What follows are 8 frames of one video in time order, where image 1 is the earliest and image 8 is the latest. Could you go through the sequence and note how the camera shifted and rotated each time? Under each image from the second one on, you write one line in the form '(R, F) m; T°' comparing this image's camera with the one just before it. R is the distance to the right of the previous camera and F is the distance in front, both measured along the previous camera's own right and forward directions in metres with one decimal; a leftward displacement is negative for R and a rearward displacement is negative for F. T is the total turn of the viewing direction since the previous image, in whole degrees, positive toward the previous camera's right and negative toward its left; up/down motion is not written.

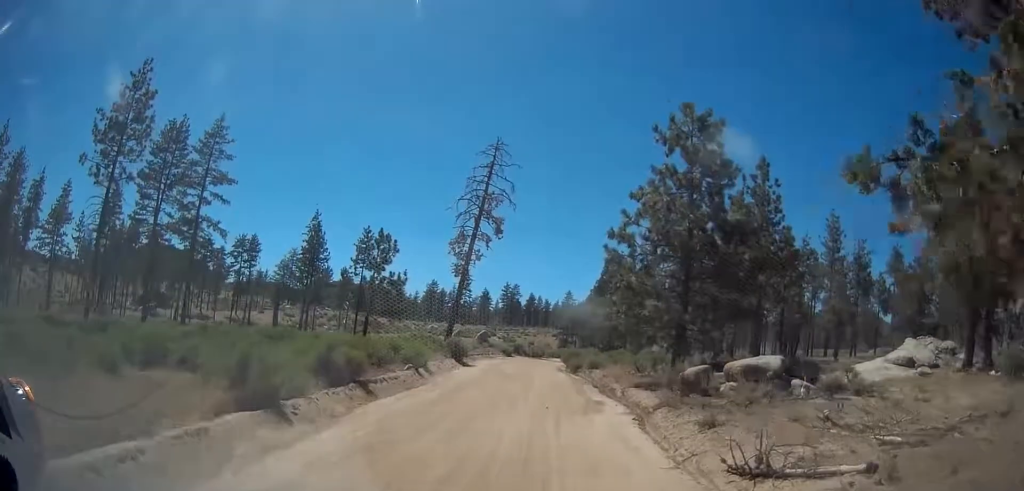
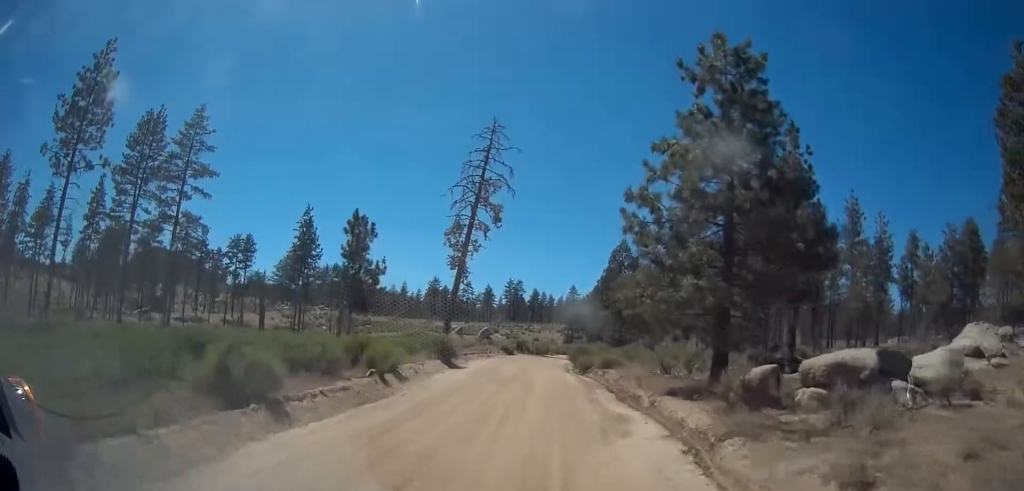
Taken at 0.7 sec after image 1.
(0.0, +5.3) m; 0°
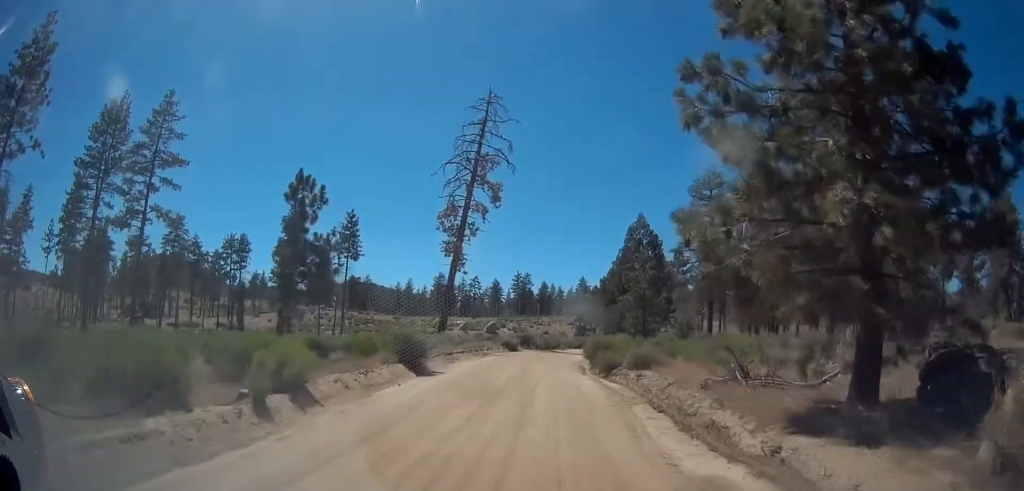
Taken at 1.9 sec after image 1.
(0.0, +8.2) m; -2°
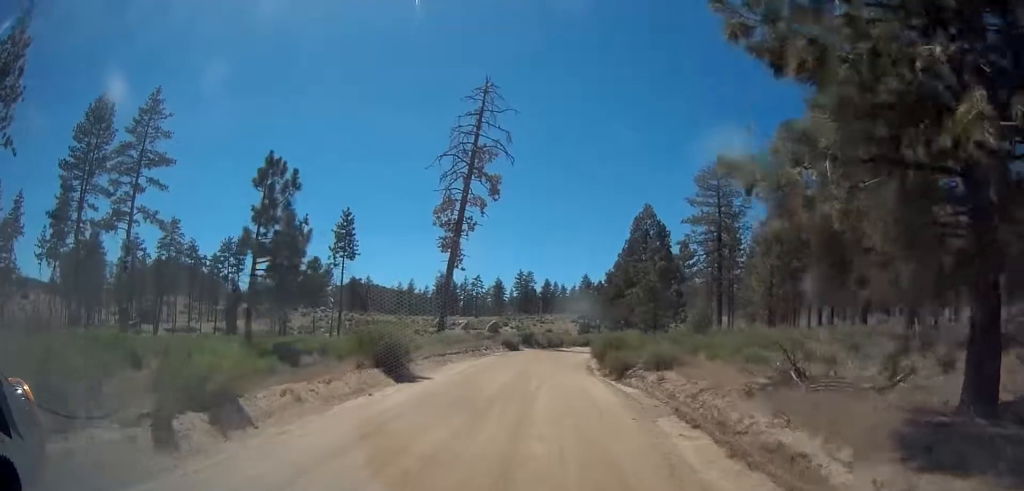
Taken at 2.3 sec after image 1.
(+0.1, +2.9) m; -1°
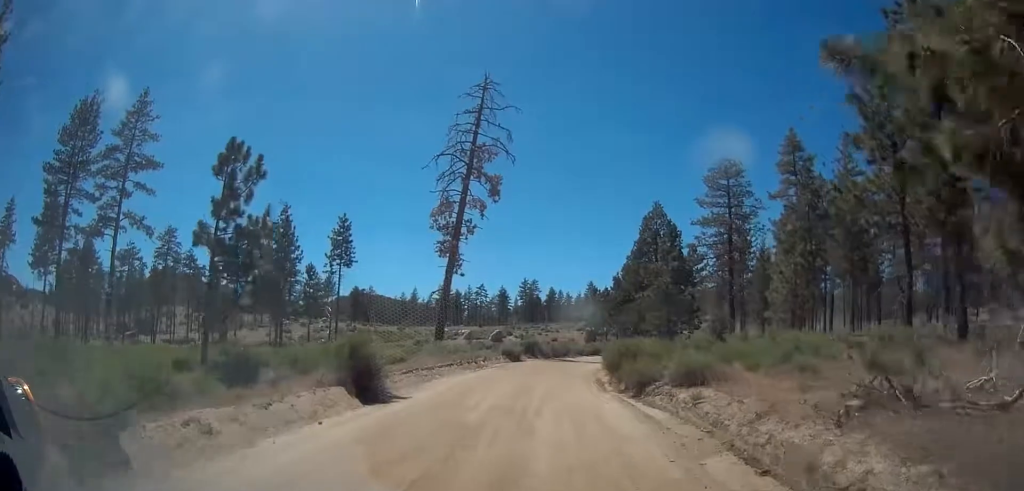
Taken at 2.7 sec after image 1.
(-0.1, +3.3) m; -1°
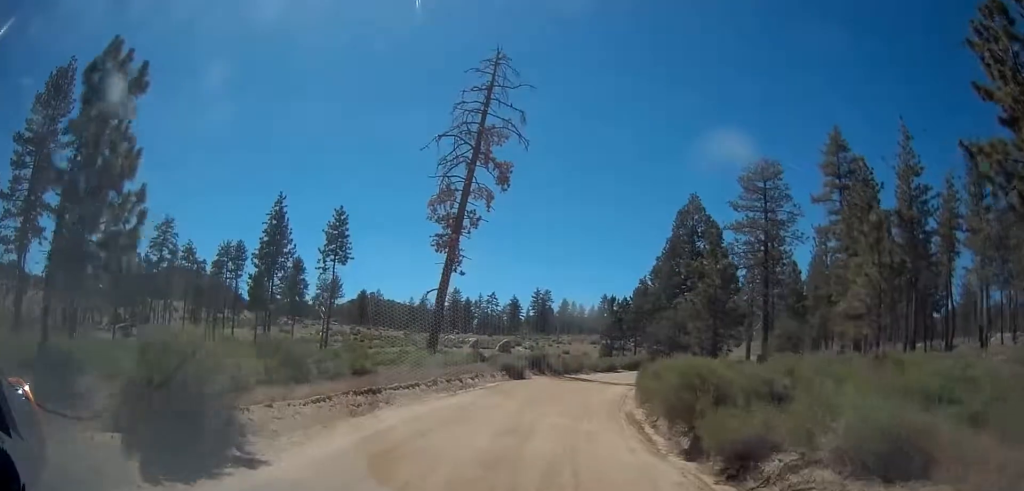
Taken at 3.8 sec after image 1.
(-0.2, +8.0) m; -1°
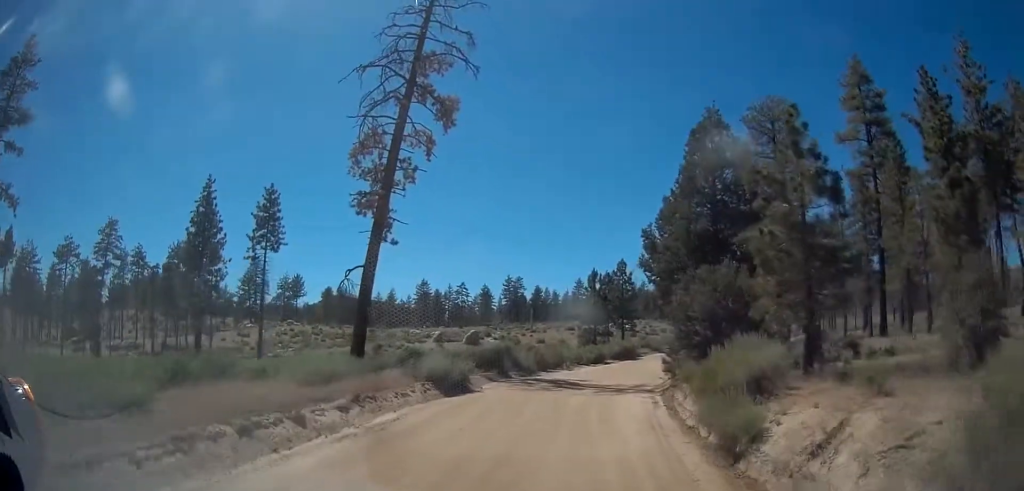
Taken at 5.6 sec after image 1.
(0.0, +13.1) m; +1°
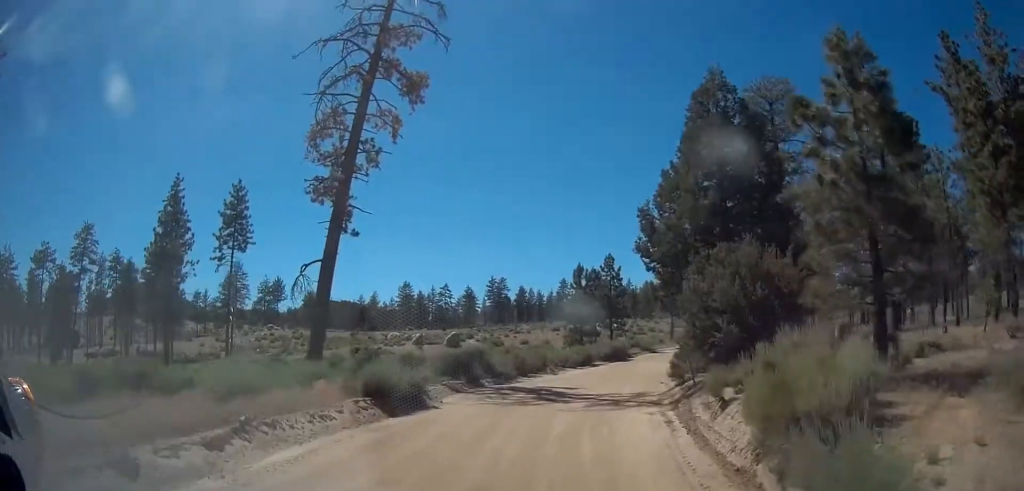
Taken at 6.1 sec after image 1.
(+0.1, +4.1) m; +2°
